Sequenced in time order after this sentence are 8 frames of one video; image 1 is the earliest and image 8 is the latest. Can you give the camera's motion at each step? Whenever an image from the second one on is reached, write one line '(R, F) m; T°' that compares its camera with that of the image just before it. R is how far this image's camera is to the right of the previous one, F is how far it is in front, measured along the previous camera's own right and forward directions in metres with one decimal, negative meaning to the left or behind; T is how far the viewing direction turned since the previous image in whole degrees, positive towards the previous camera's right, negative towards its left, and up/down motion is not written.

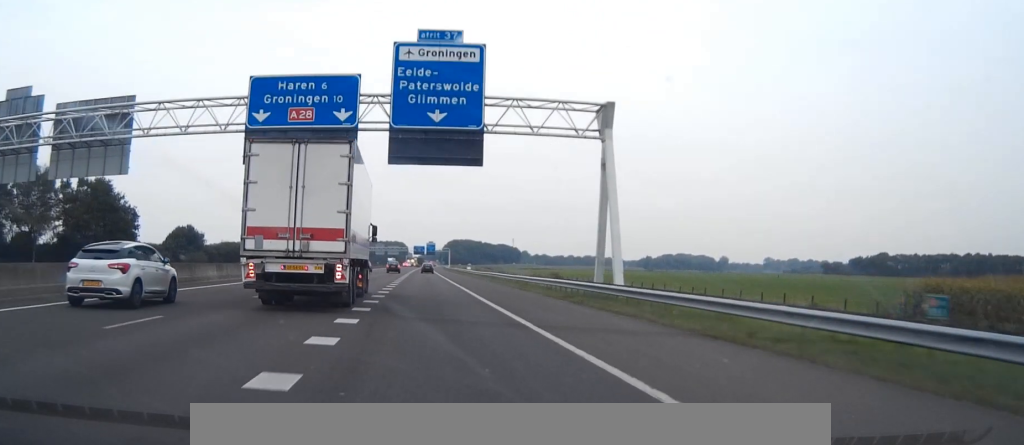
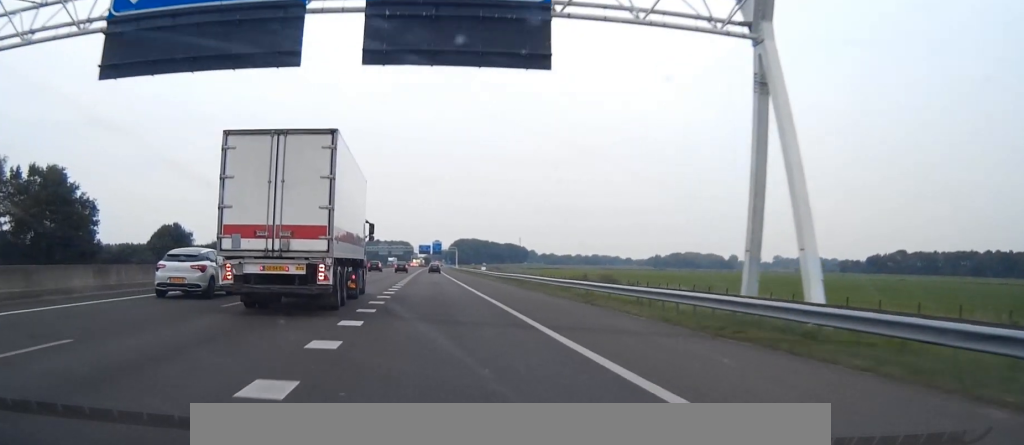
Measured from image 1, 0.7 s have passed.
(+0.1, +16.3) m; -1°
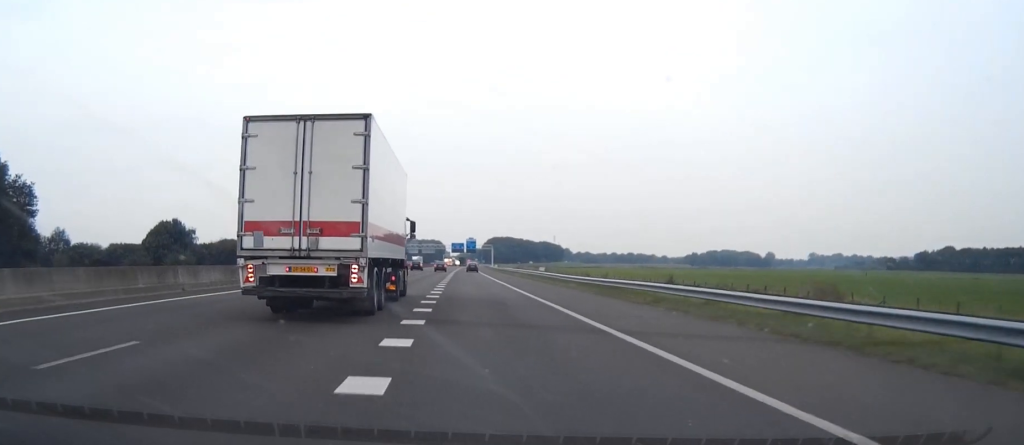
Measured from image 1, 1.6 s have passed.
(-0.3, +23.6) m; -1°
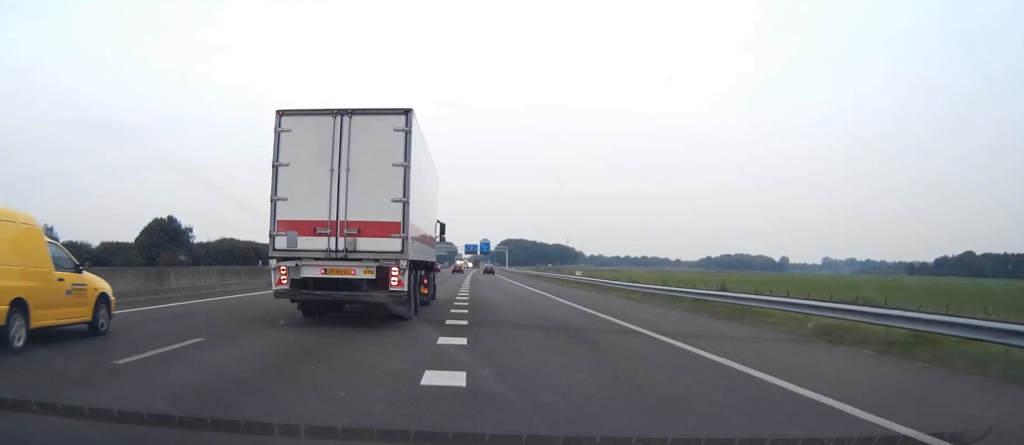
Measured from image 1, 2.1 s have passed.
(-0.1, +11.3) m; 0°
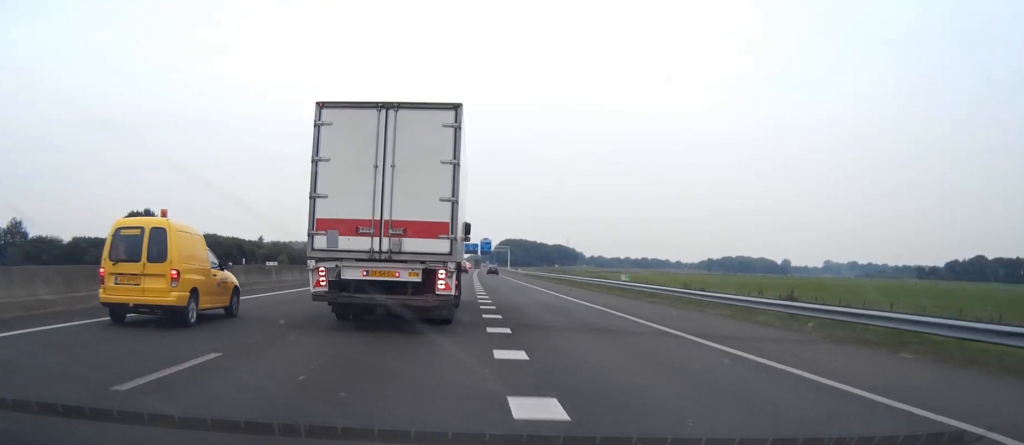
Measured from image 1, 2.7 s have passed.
(-0.1, +13.7) m; 0°
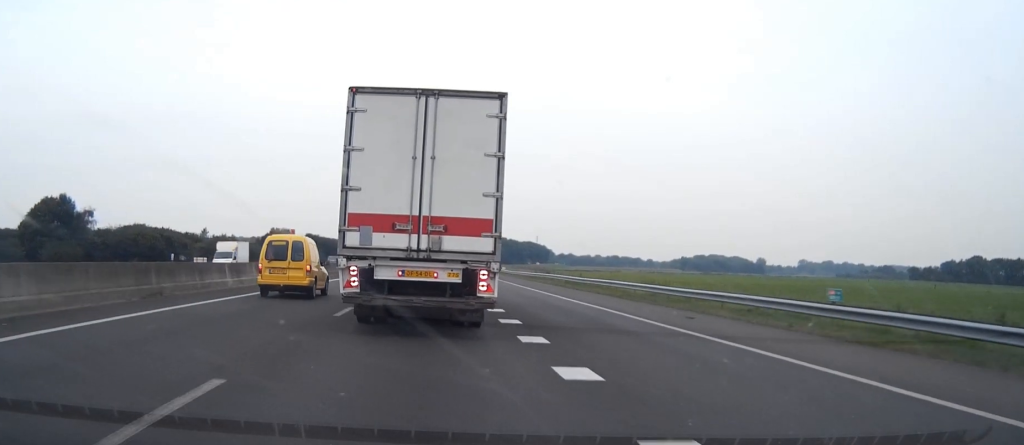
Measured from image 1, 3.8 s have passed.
(+0.2, +26.3) m; +1°
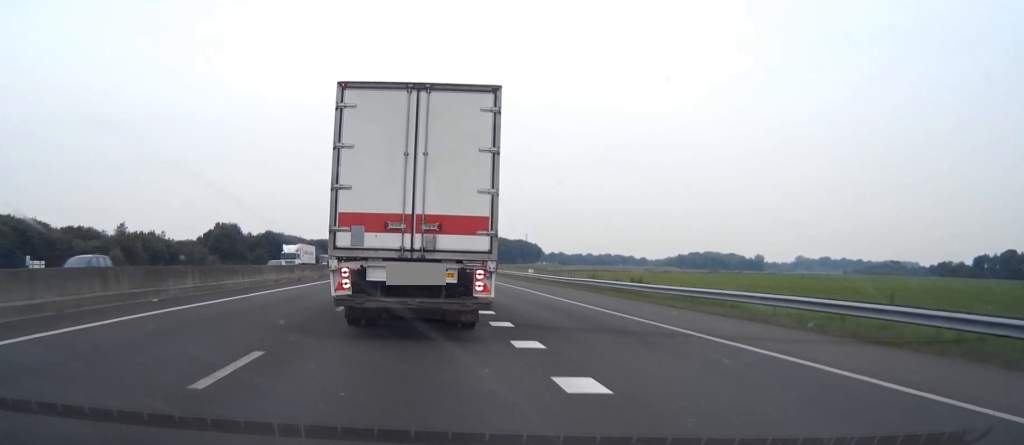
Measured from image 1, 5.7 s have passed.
(+1.0, +45.8) m; +1°
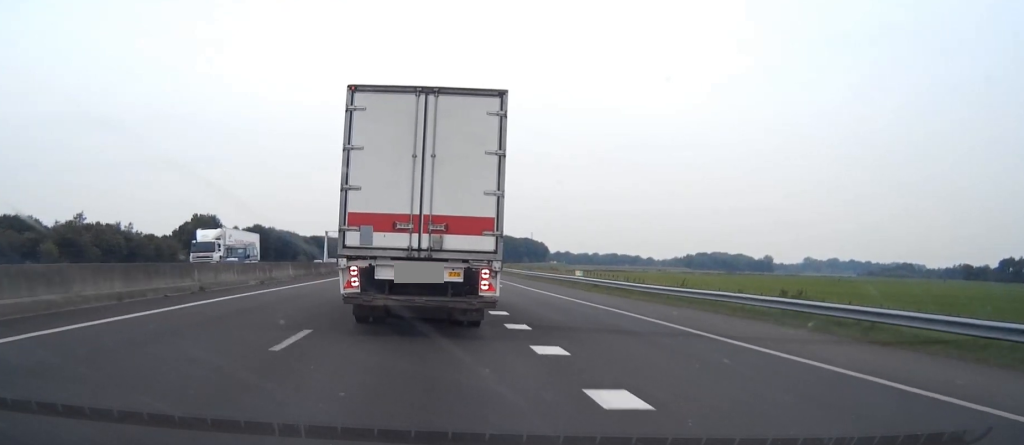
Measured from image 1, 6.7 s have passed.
(-0.1, +21.1) m; 0°
